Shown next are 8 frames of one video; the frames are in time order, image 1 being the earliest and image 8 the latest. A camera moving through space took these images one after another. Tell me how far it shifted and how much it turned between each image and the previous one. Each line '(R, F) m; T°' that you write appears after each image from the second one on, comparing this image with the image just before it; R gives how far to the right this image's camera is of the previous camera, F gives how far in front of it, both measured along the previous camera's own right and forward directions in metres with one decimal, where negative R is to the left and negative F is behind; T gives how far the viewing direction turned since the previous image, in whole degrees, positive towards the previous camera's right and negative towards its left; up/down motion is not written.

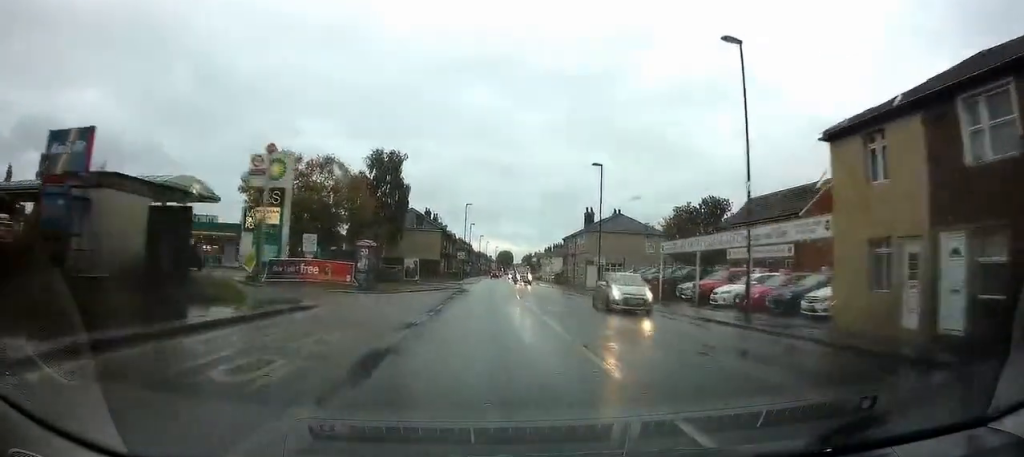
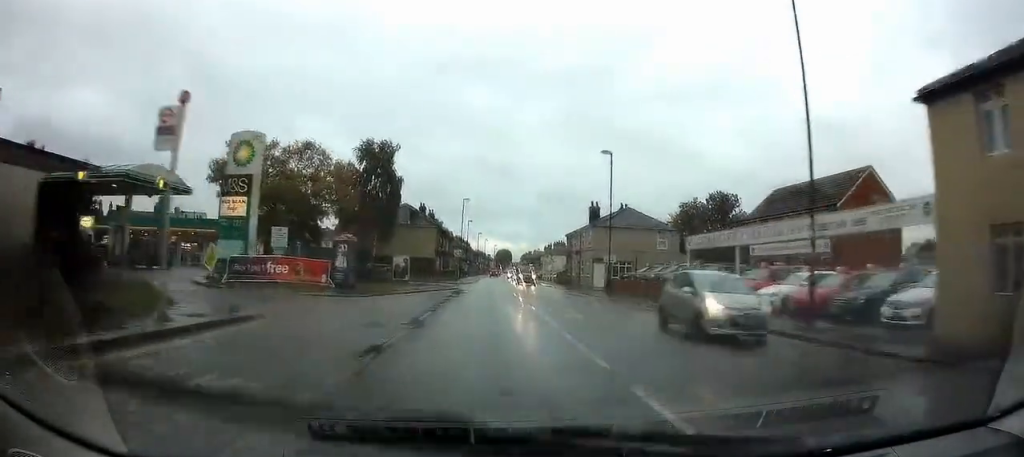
(0.0, +4.3) m; 0°
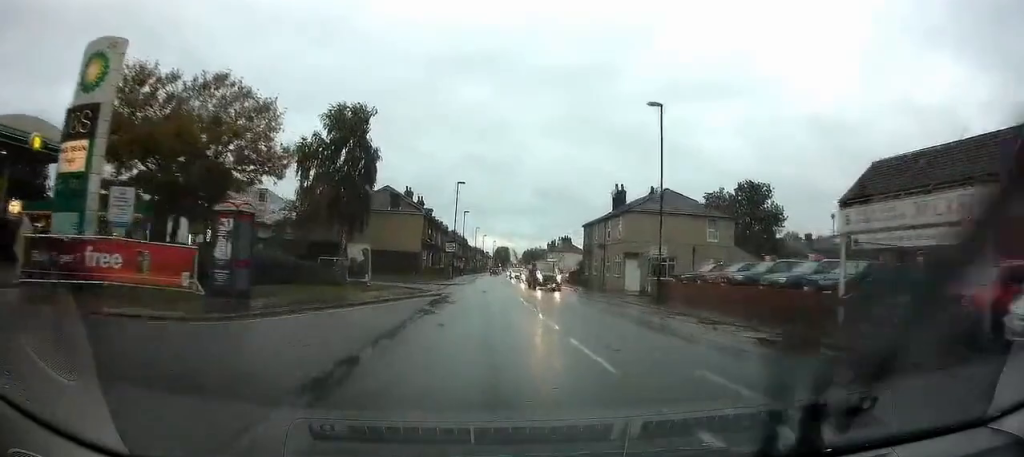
(+0.3, +12.5) m; 0°
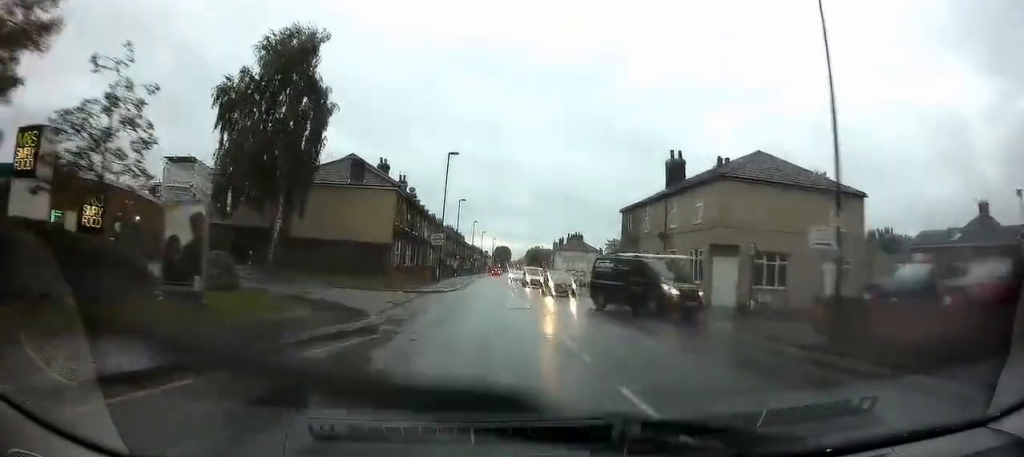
(-0.2, +15.7) m; +1°
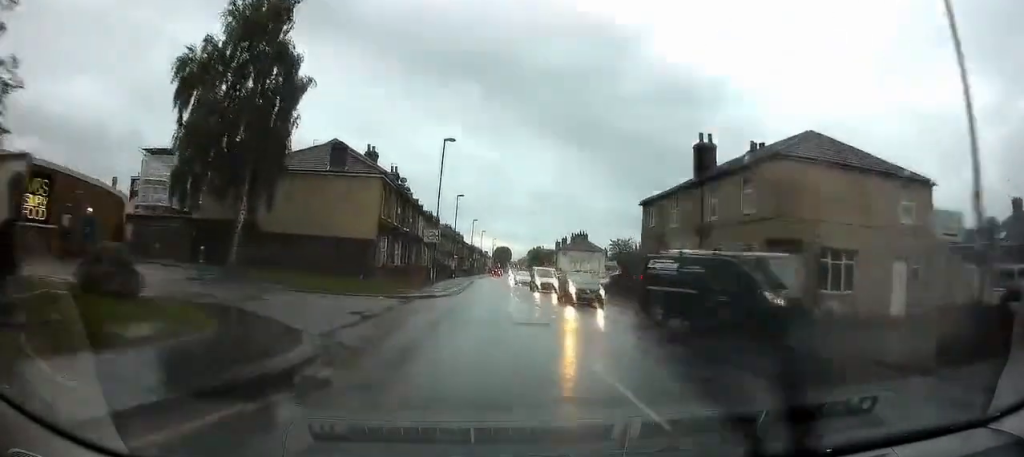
(+0.1, +5.2) m; +1°
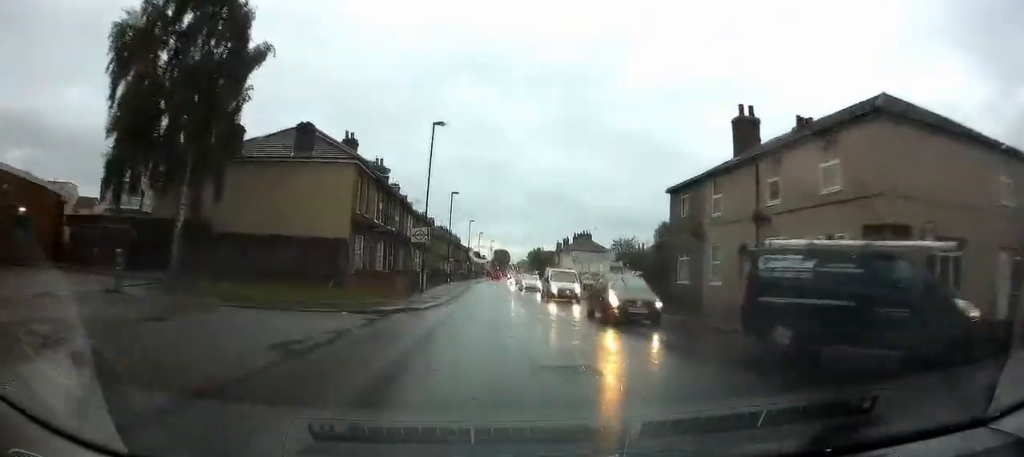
(0.0, +5.9) m; +1°
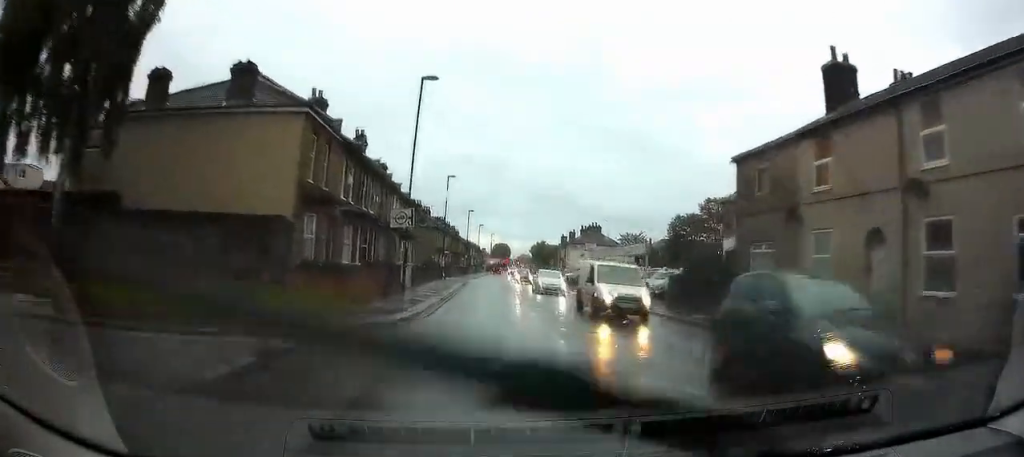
(+0.1, +7.8) m; -1°
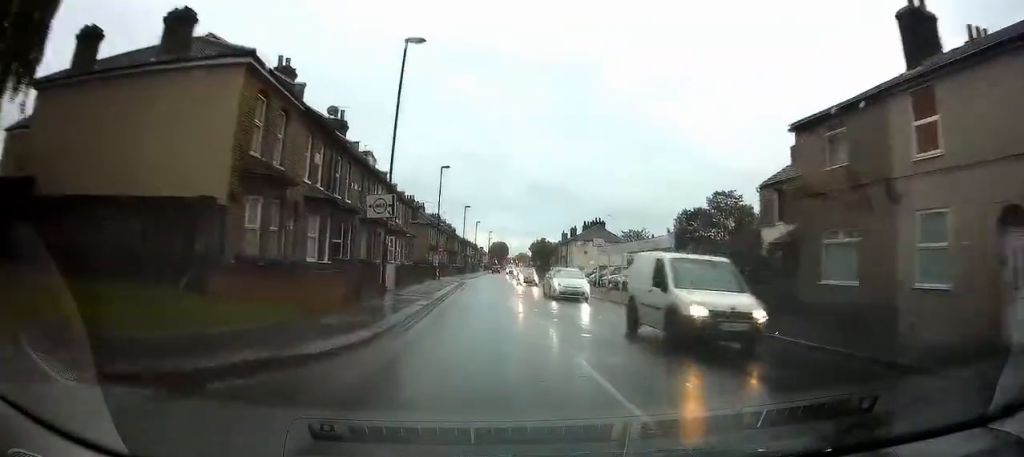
(0.0, +4.8) m; 0°
